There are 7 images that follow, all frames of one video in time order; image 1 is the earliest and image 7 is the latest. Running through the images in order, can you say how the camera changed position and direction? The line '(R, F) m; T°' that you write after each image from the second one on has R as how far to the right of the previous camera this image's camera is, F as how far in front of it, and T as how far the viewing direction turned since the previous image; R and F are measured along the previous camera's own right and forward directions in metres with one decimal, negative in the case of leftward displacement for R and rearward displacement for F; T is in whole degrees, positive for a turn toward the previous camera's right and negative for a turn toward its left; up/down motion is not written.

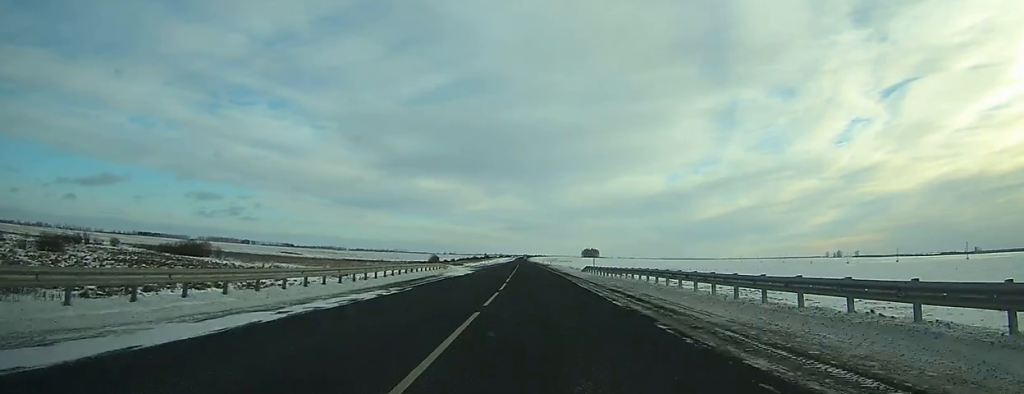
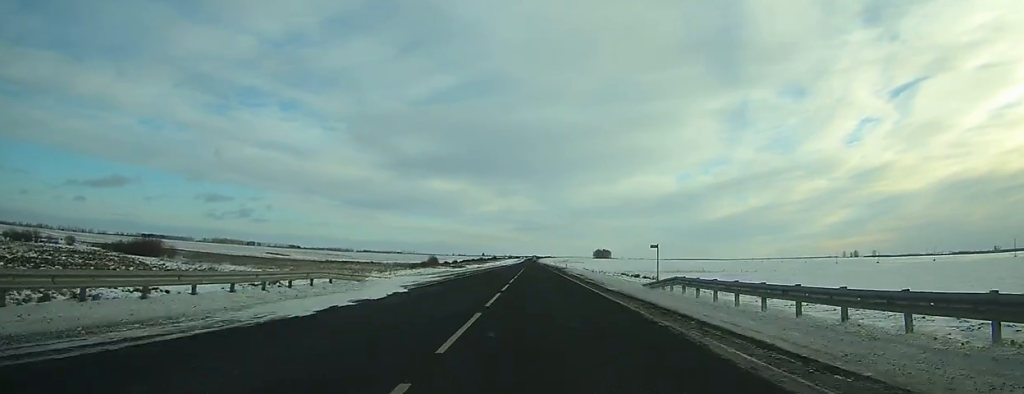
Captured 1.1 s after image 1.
(-0.9, +32.0) m; -1°
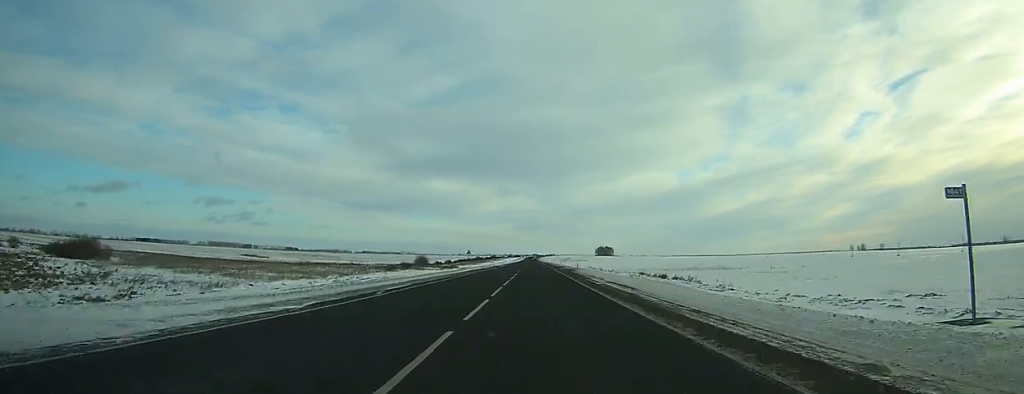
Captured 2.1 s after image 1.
(-0.3, +28.3) m; -1°
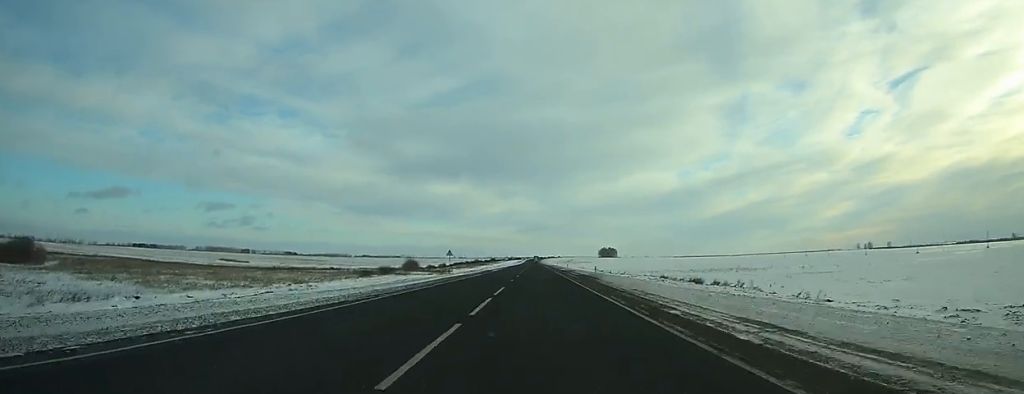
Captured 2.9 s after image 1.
(-0.2, +23.4) m; 0°
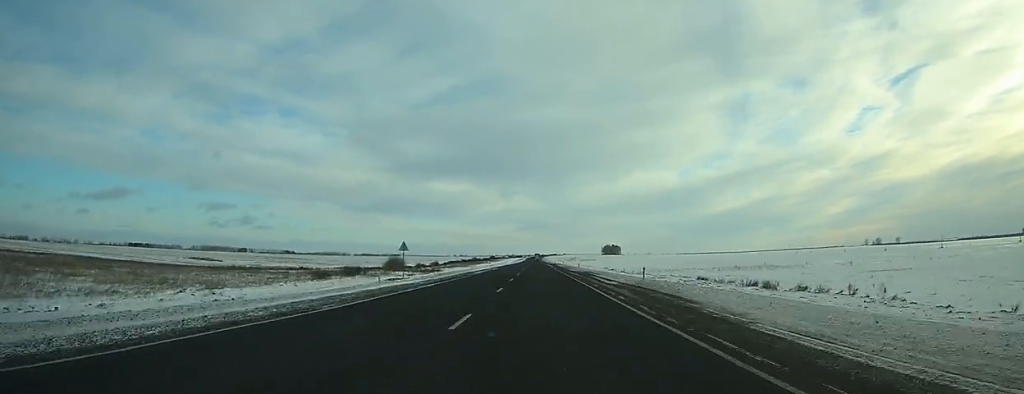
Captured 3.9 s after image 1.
(-0.1, +27.4) m; 0°
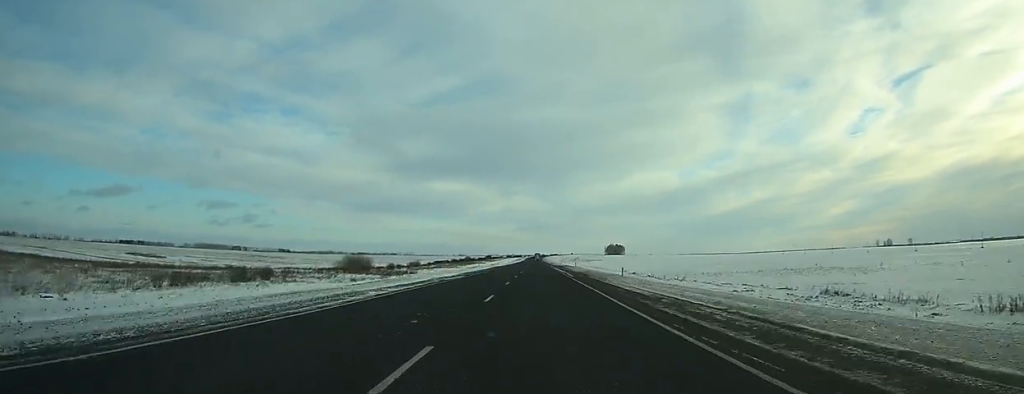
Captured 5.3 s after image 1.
(-0.2, +41.3) m; 0°
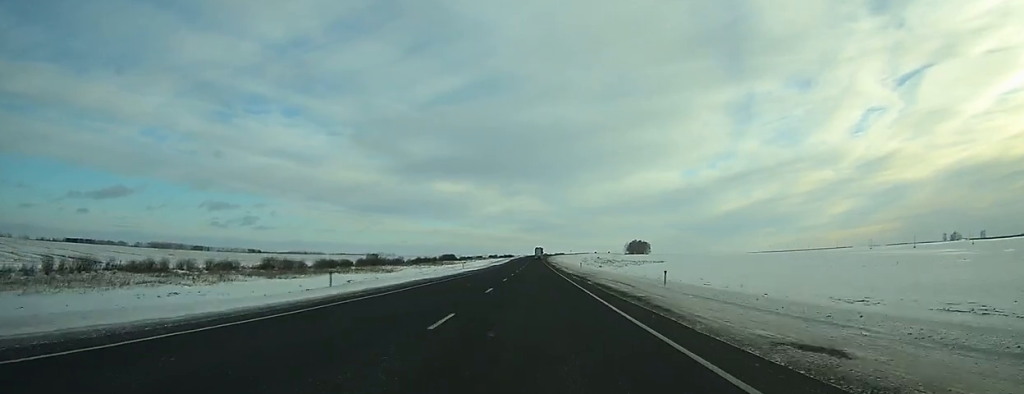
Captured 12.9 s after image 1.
(+0.1, +209.1) m; 0°
